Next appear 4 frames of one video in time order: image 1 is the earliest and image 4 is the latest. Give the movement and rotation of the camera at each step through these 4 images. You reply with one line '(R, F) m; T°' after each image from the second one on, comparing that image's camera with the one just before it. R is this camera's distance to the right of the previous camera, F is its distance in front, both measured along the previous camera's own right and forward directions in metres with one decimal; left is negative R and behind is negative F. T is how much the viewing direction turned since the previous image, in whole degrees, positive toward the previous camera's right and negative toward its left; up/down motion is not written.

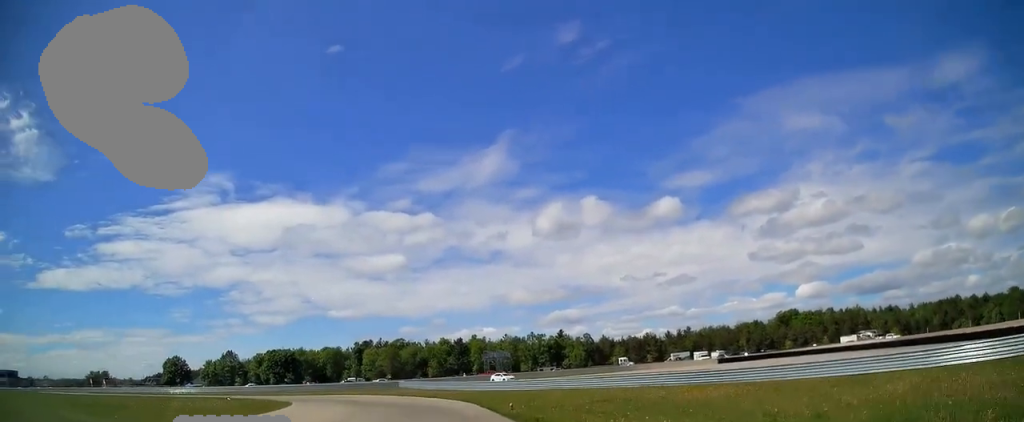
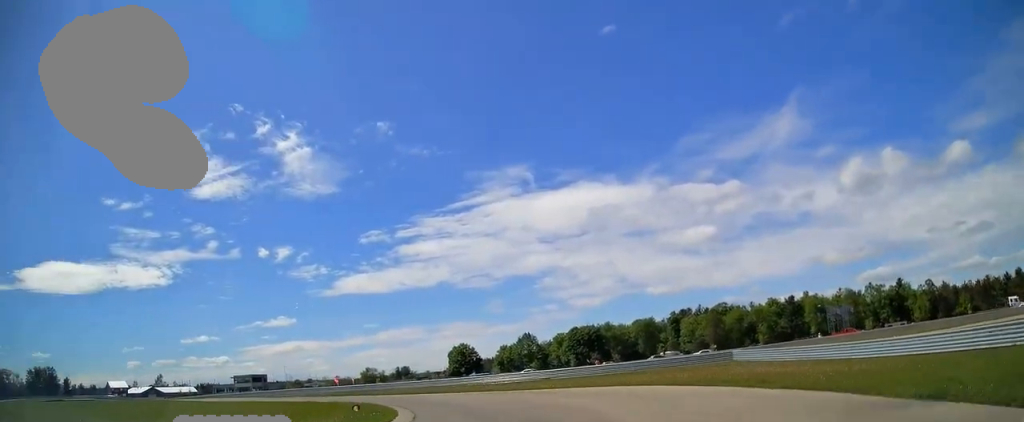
(-6.9, +32.6) m; -33°
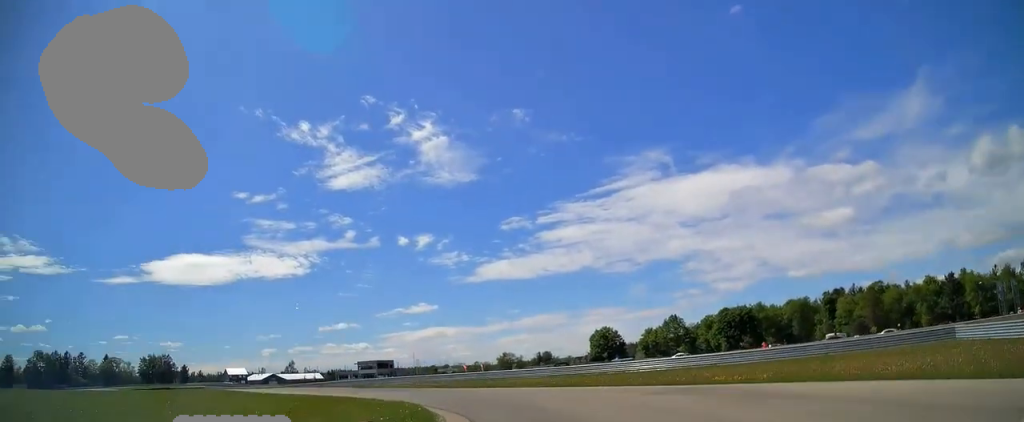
(-3.8, +14.9) m; -9°
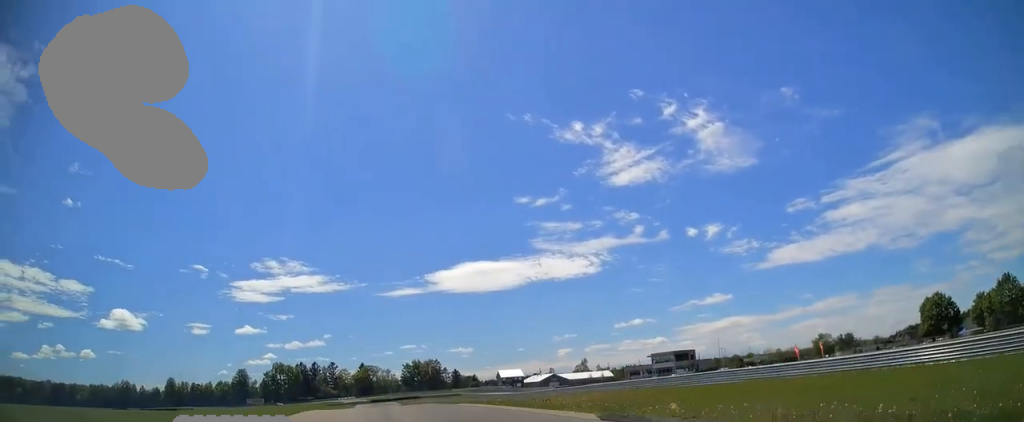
(-6.4, +41.0) m; -22°
